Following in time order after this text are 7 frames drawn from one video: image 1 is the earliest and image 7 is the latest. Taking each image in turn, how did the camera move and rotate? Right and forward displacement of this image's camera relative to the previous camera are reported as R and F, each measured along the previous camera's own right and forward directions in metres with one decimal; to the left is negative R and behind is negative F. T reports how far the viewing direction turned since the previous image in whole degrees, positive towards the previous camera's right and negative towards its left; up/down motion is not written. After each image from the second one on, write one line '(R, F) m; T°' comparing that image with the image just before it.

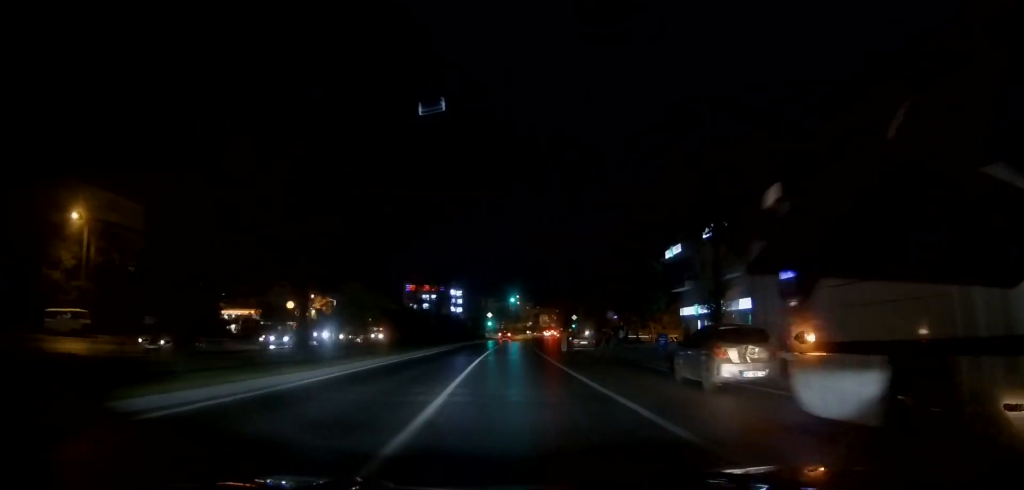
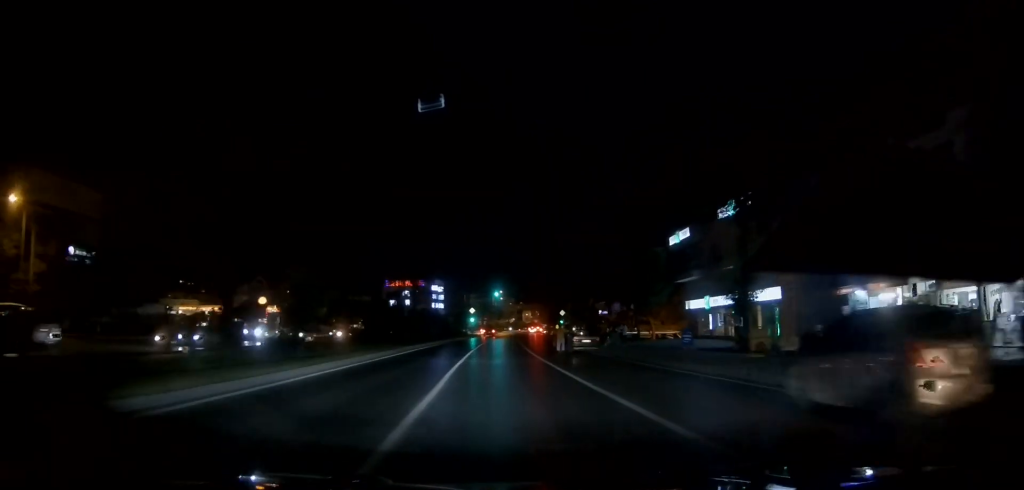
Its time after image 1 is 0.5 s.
(+0.3, +6.3) m; +2°
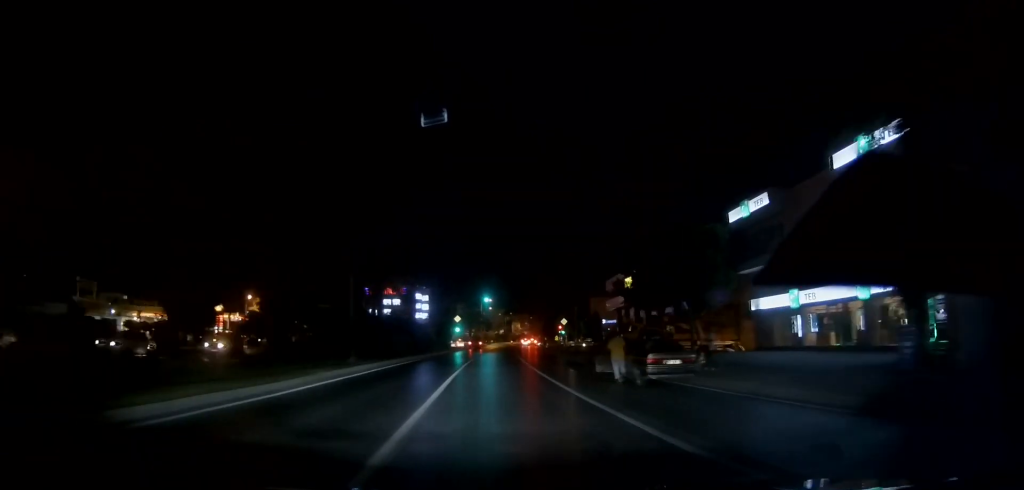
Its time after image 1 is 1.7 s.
(+0.2, +14.6) m; 0°
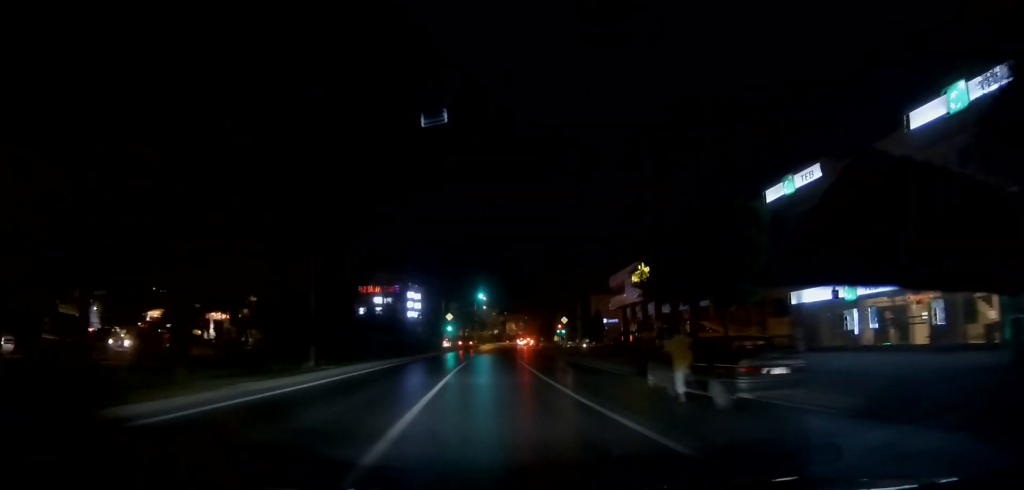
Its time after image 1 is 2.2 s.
(-0.1, +5.9) m; +1°
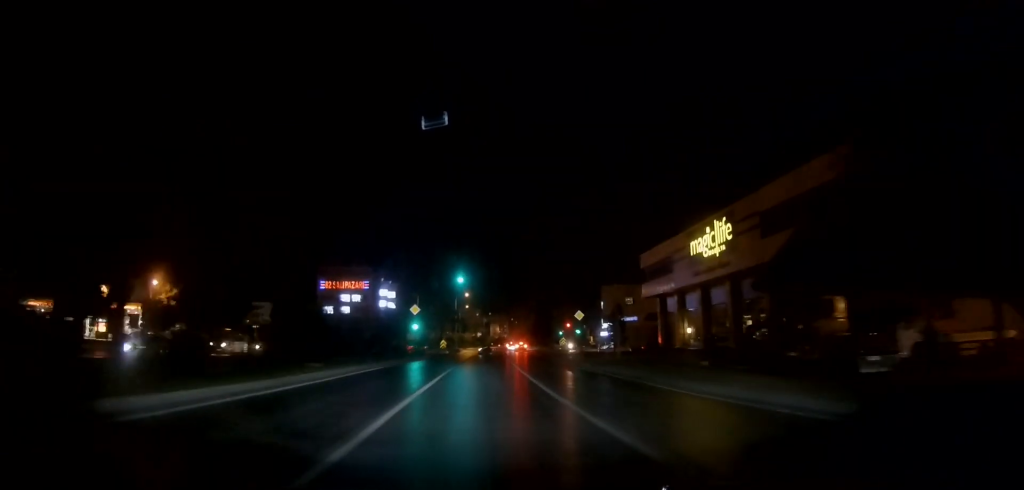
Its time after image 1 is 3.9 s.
(+1.2, +22.4) m; +4°
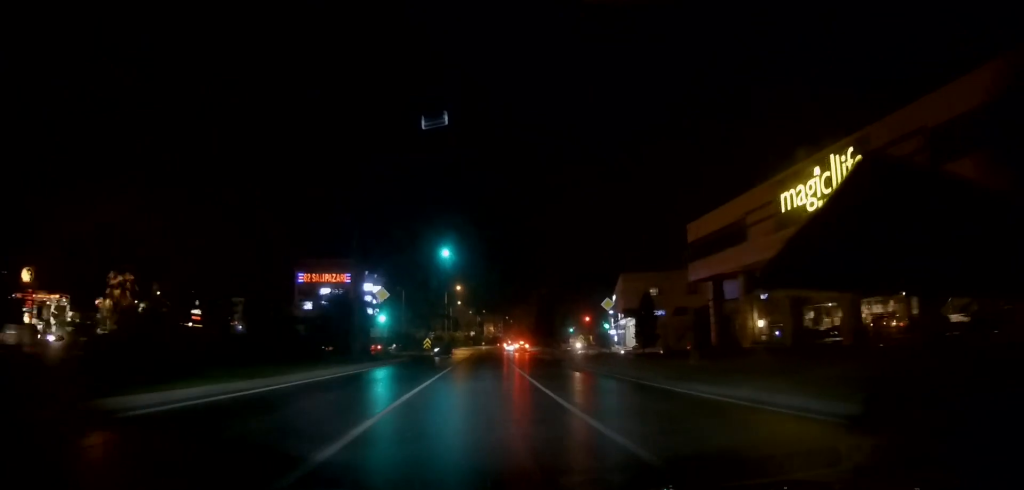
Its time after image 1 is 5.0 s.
(-0.5, +14.4) m; -1°
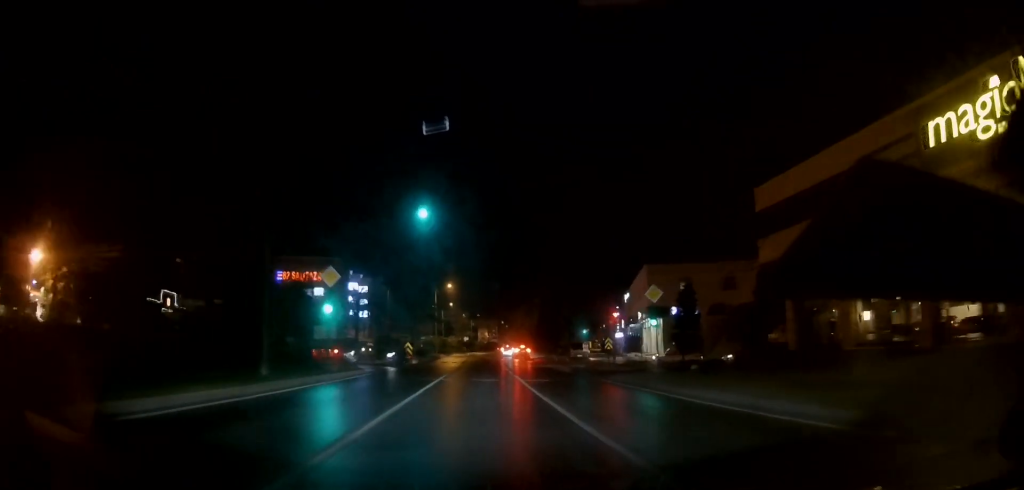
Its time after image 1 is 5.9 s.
(+0.2, +12.0) m; +1°
